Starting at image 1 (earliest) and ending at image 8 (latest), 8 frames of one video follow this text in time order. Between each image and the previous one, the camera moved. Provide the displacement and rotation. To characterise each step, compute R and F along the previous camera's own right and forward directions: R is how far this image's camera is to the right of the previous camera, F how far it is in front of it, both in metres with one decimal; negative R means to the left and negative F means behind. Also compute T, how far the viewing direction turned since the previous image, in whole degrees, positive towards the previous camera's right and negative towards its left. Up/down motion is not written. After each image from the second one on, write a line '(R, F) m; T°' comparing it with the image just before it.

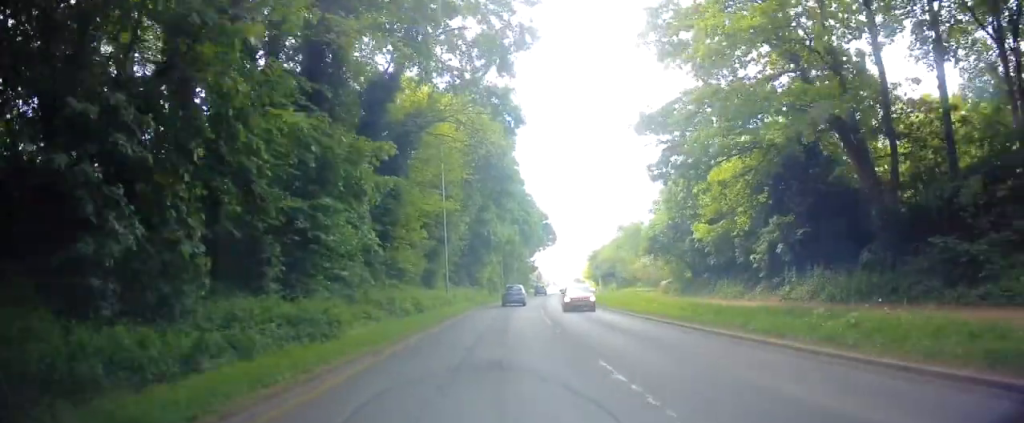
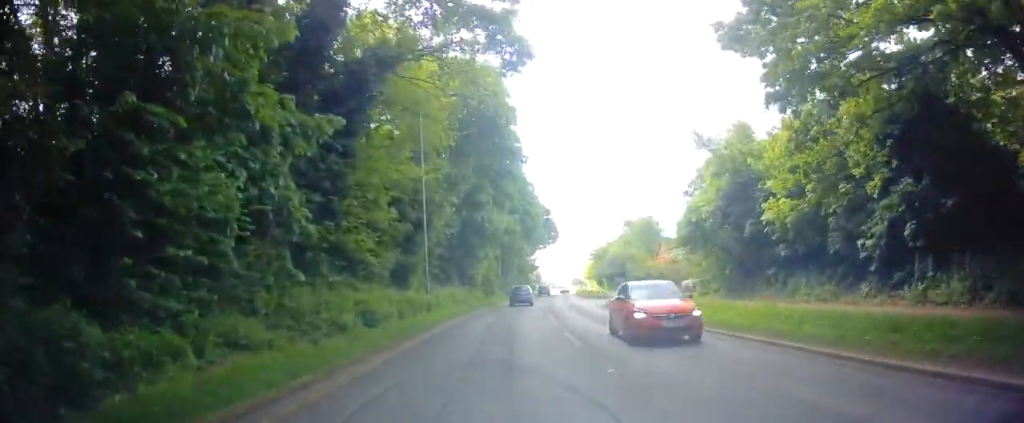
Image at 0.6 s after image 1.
(-0.1, +8.5) m; -1°
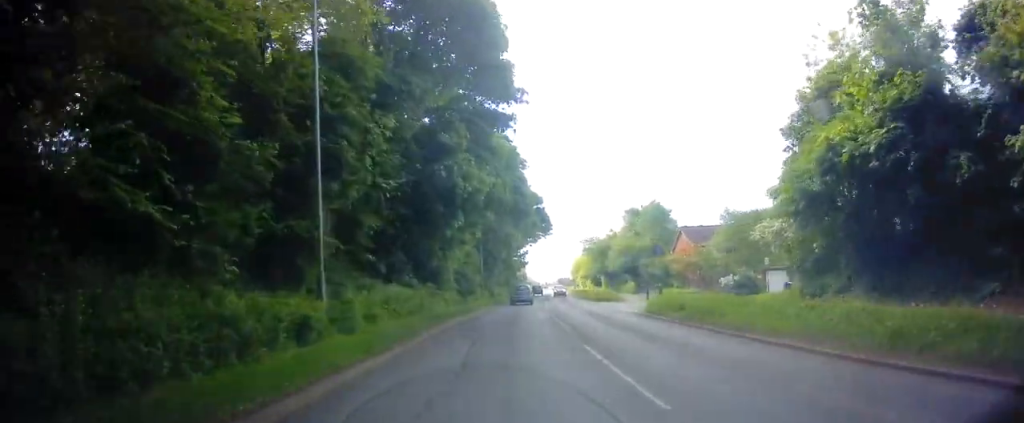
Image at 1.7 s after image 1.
(-0.2, +13.7) m; -2°
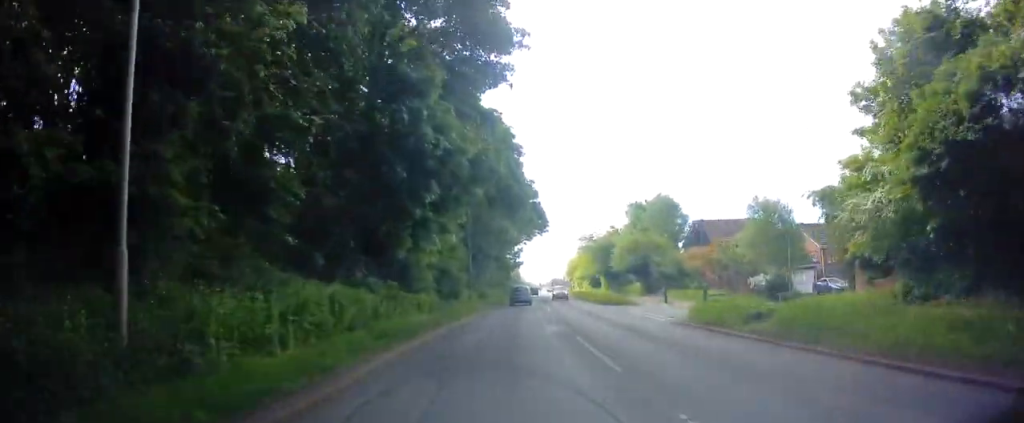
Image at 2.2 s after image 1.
(-0.3, +6.5) m; 0°
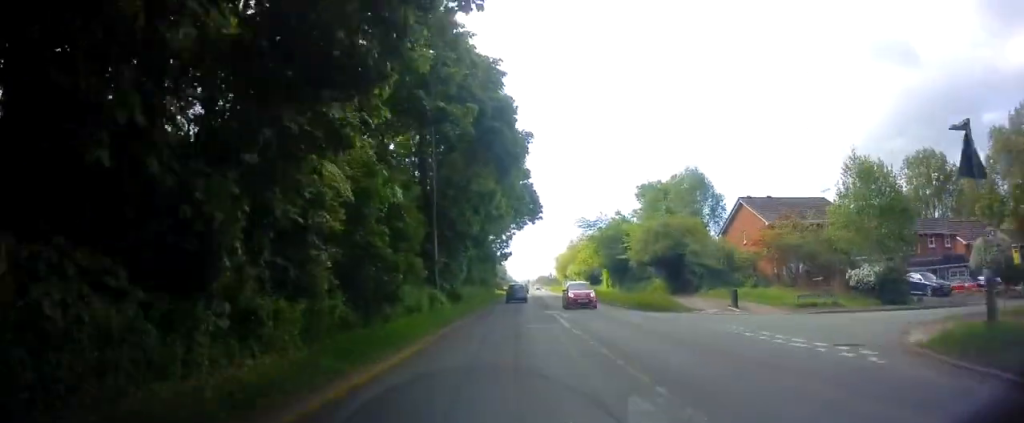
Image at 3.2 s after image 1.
(+0.4, +13.1) m; +4°
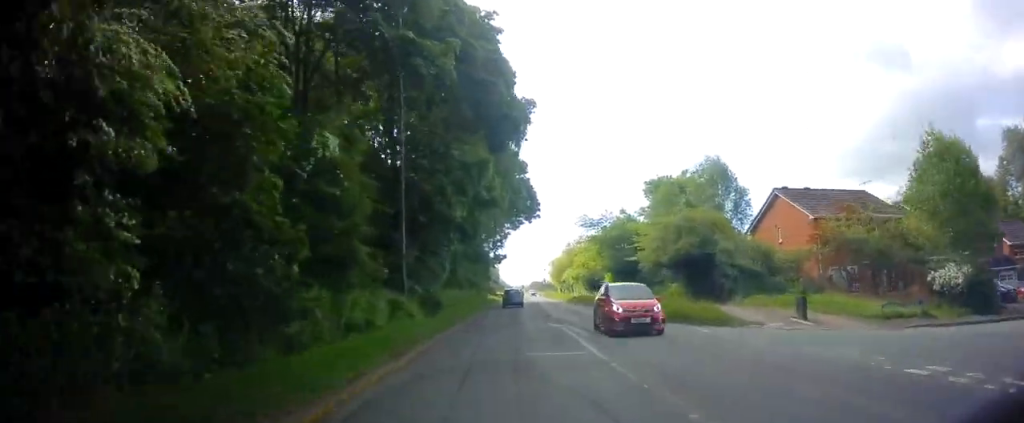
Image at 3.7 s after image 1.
(+0.2, +6.5) m; +2°
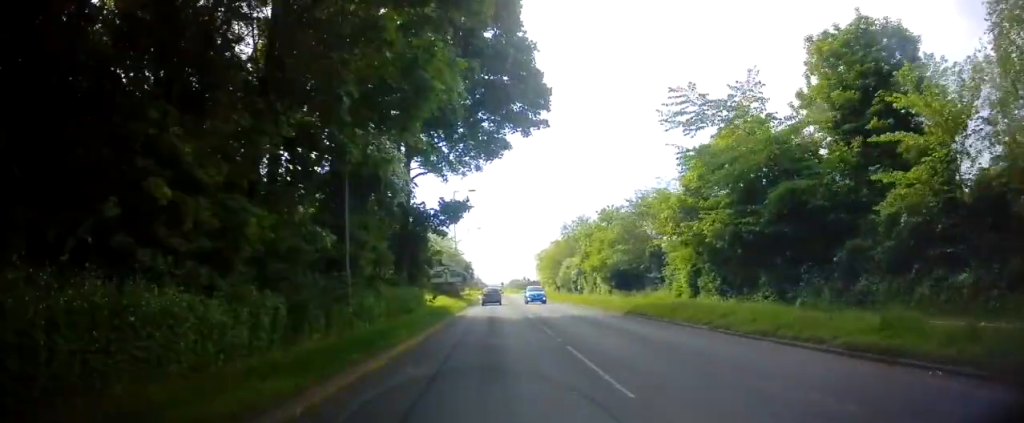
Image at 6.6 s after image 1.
(+1.1, +37.2) m; +2°
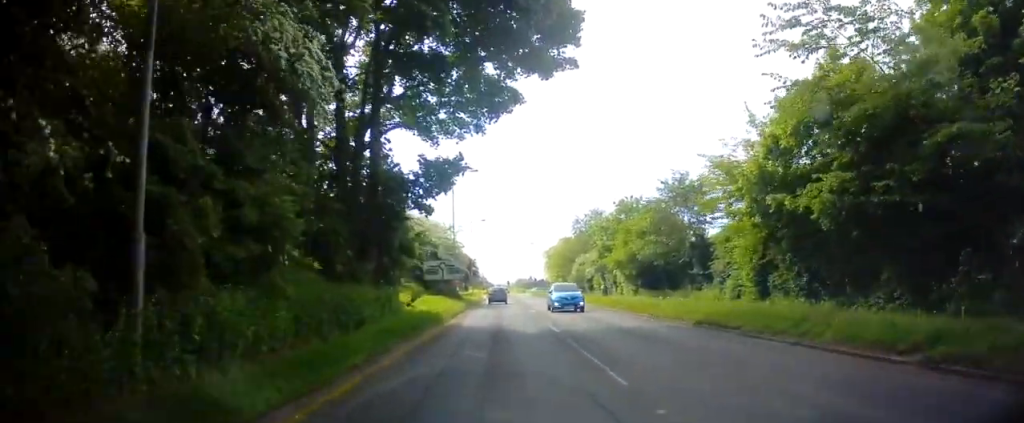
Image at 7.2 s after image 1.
(-0.1, +8.2) m; +1°
